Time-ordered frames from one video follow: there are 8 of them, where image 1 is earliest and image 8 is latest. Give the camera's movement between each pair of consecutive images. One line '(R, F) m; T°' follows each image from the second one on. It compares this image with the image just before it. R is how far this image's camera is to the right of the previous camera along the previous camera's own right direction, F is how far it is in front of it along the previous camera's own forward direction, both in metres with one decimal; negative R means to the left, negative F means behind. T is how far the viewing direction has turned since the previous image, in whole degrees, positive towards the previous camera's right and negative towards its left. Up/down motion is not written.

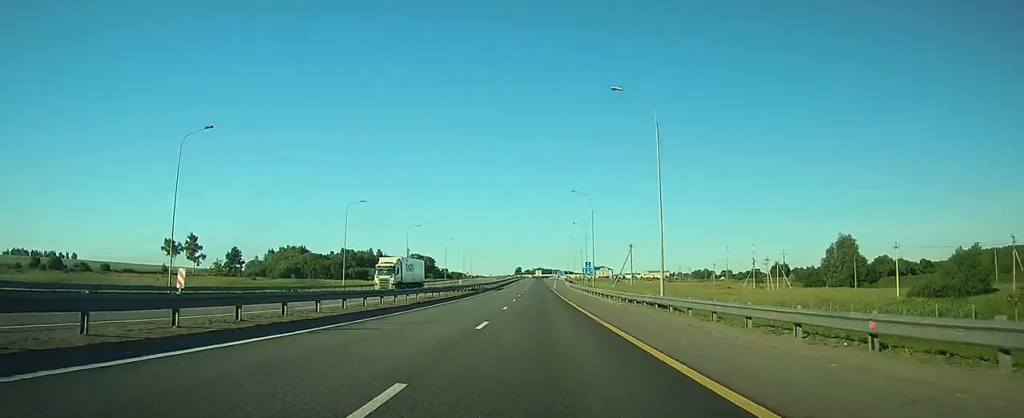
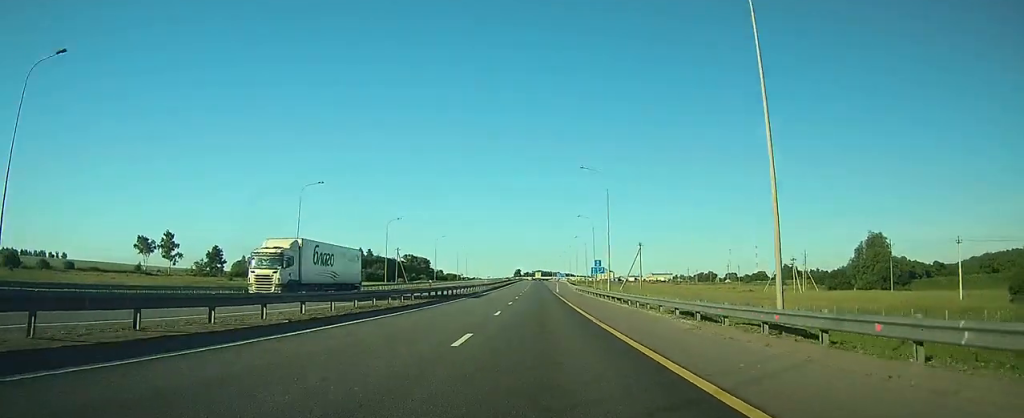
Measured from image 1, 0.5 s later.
(-0.1, +16.1) m; 0°
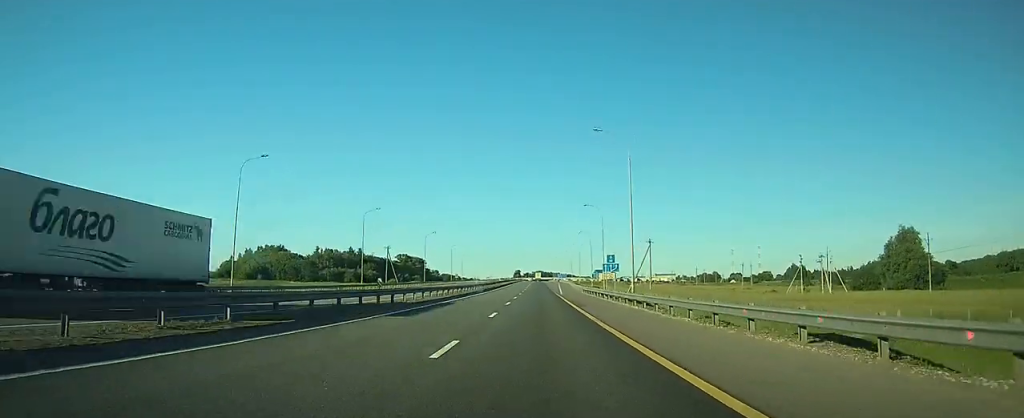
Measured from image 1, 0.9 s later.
(0.0, +14.0) m; 0°
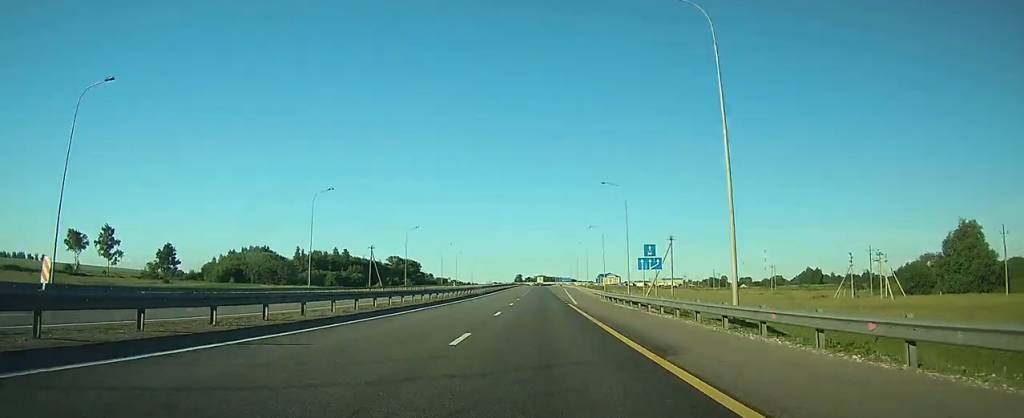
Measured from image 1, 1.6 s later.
(0.0, +21.5) m; 0°
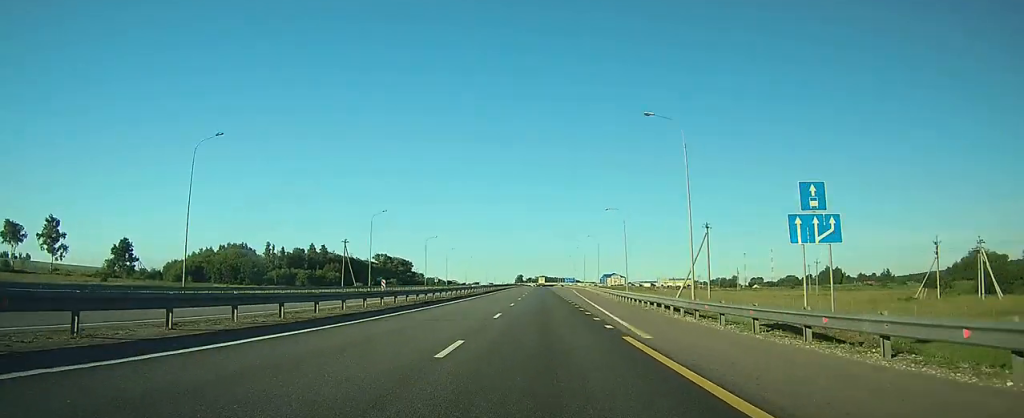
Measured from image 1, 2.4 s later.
(0.0, +25.9) m; 0°
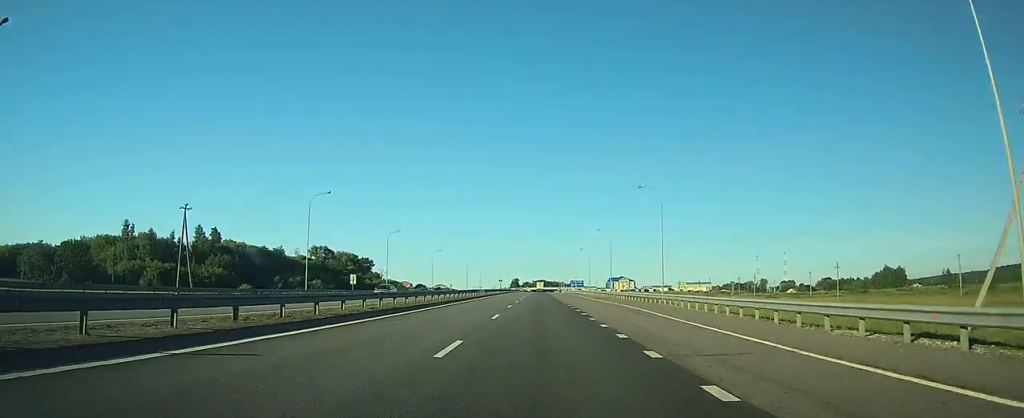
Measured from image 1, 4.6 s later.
(-0.5, +71.5) m; -1°
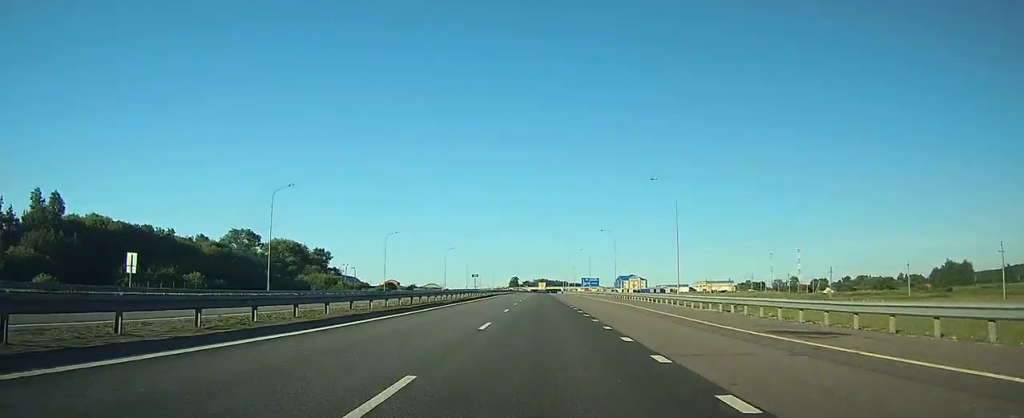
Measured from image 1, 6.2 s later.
(+0.1, +53.1) m; 0°
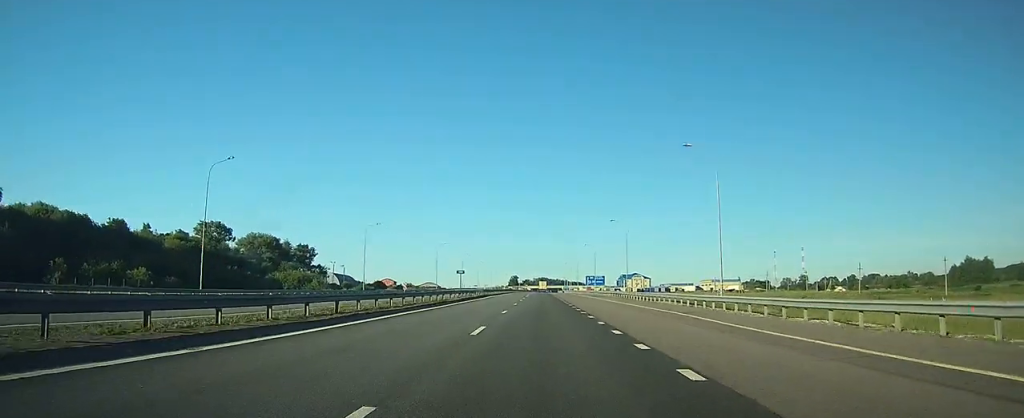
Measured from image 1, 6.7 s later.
(0.0, +14.1) m; 0°
